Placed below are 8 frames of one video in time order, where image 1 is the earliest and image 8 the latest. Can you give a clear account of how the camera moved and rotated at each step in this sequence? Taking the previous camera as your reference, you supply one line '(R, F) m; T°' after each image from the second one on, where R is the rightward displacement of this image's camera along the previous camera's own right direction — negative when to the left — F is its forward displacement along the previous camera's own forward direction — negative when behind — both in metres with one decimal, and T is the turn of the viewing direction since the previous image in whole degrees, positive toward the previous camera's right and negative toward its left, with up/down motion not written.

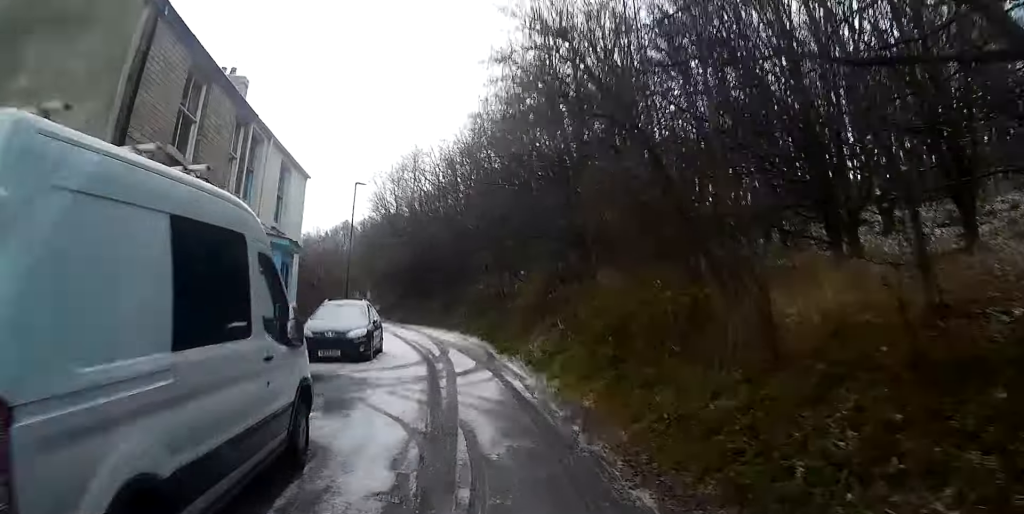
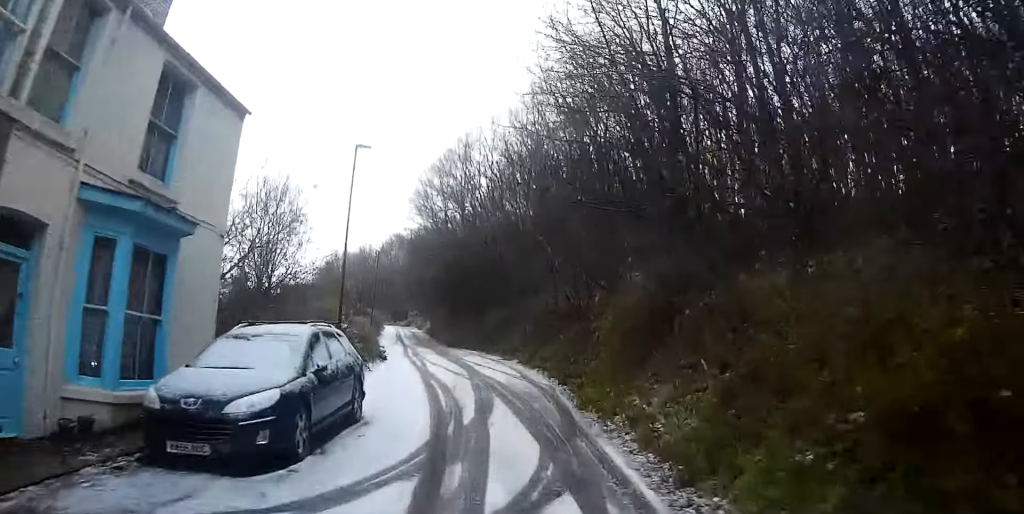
(-0.7, +8.7) m; -4°
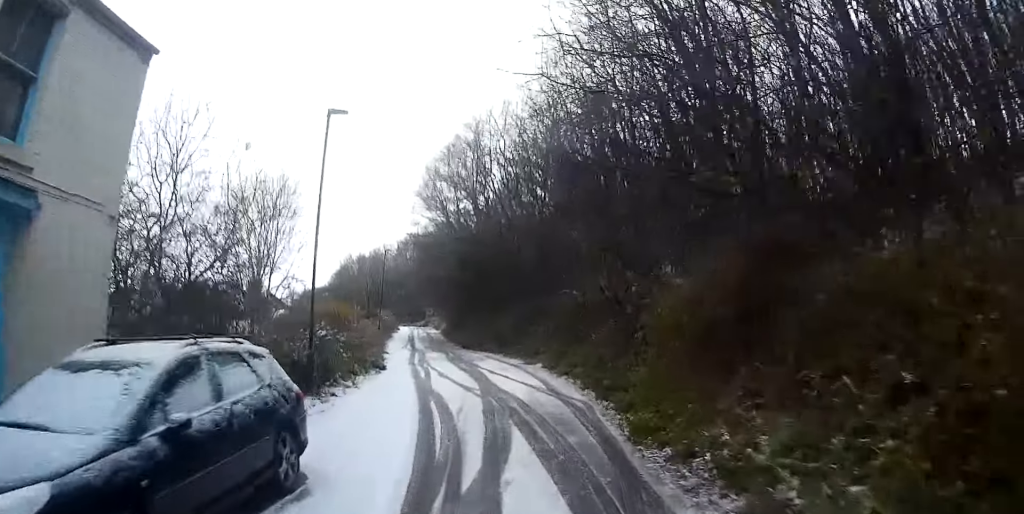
(0.0, +3.6) m; 0°
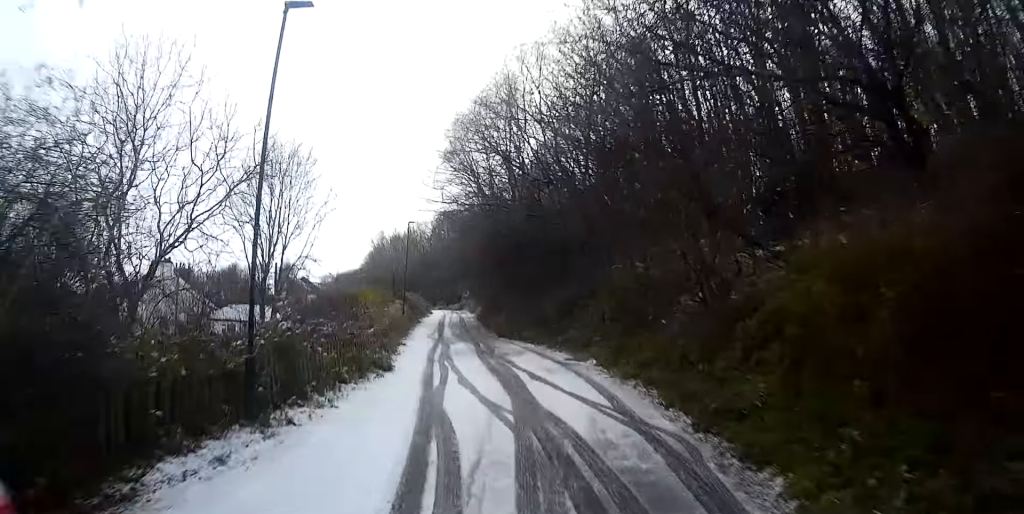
(0.0, +4.5) m; -1°
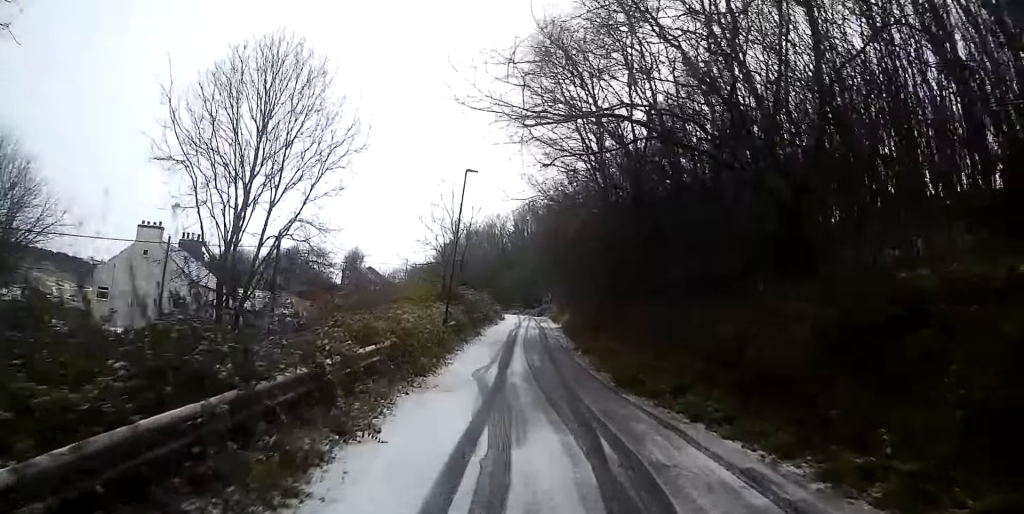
(-1.2, +14.8) m; -10°
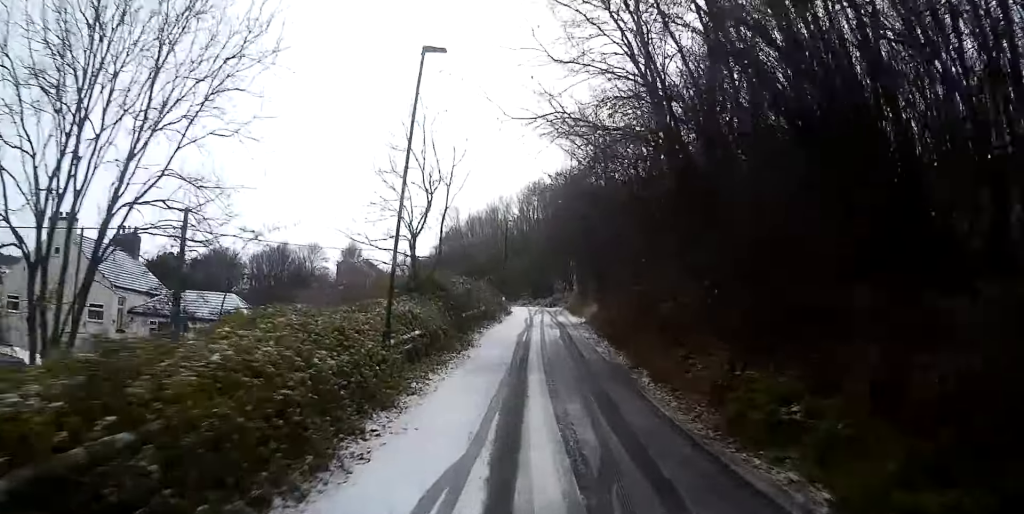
(-0.4, +10.3) m; -2°
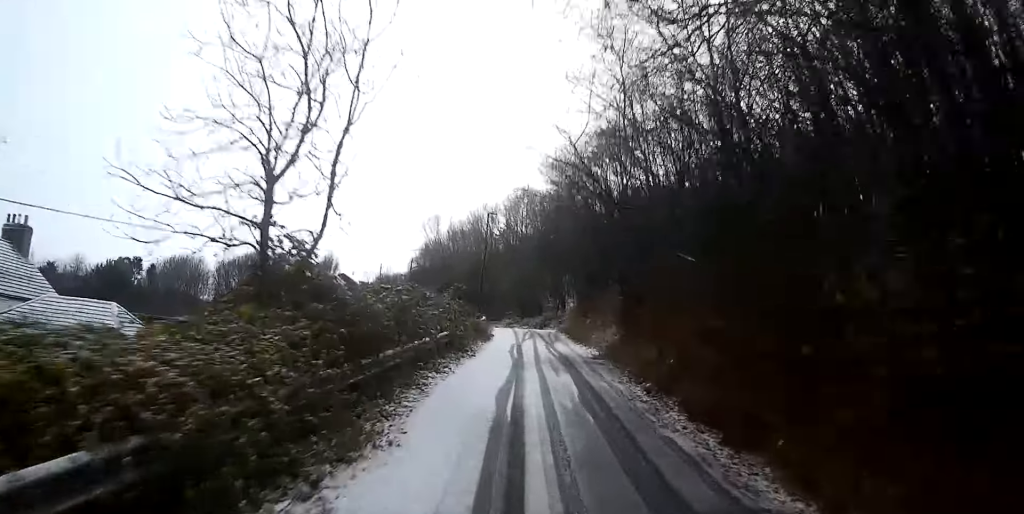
(+0.1, +10.2) m; +1°
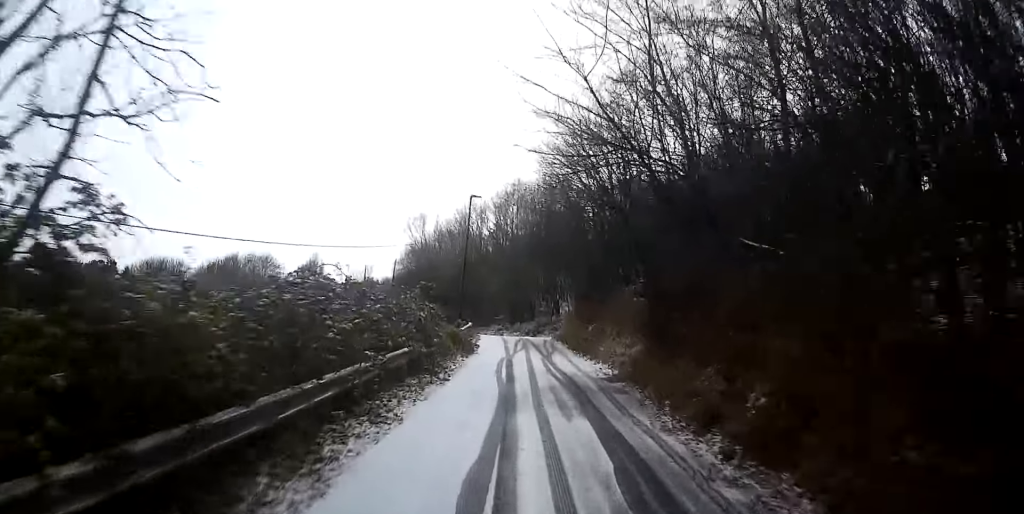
(0.0, +5.1) m; +1°
